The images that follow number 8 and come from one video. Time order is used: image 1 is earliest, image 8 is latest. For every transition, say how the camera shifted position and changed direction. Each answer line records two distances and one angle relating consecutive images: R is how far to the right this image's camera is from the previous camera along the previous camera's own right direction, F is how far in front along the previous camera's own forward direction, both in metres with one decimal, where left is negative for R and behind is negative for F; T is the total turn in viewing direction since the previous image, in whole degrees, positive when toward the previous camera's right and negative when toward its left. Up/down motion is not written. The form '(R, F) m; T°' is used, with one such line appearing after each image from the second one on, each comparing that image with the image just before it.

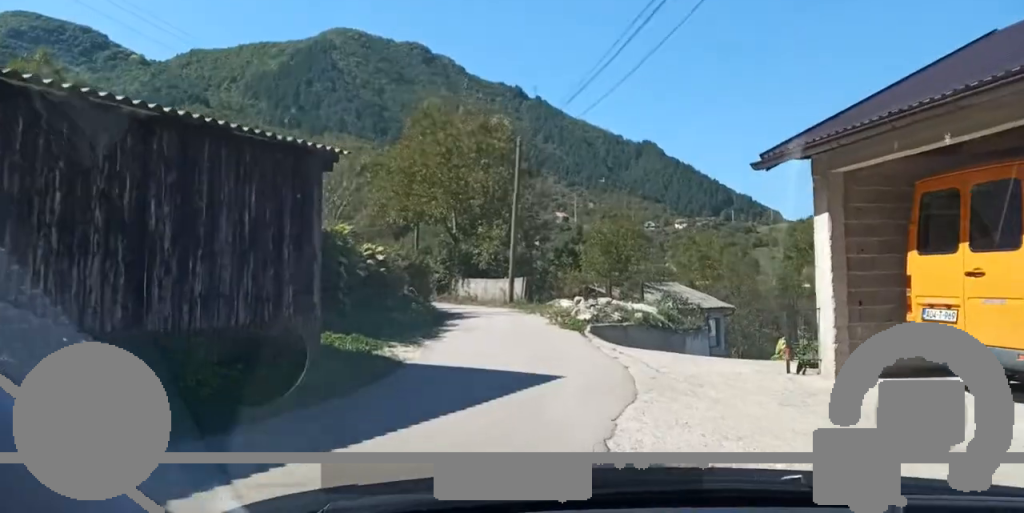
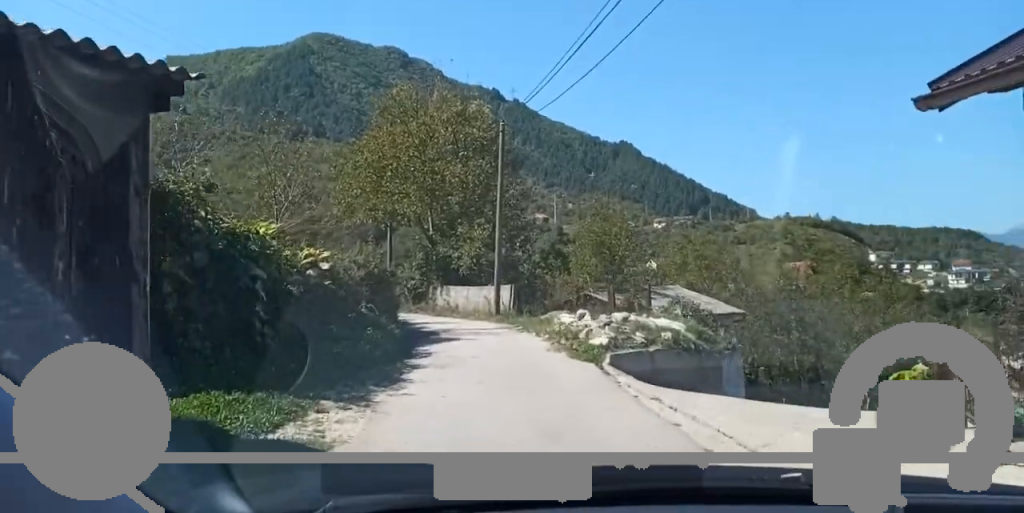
(+0.2, +4.4) m; +6°
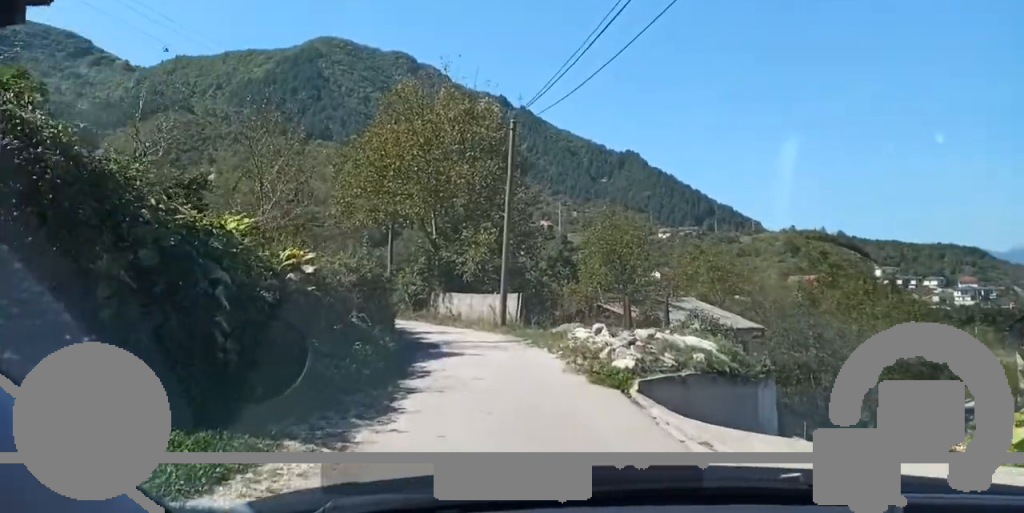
(+0.2, +1.8) m; +1°
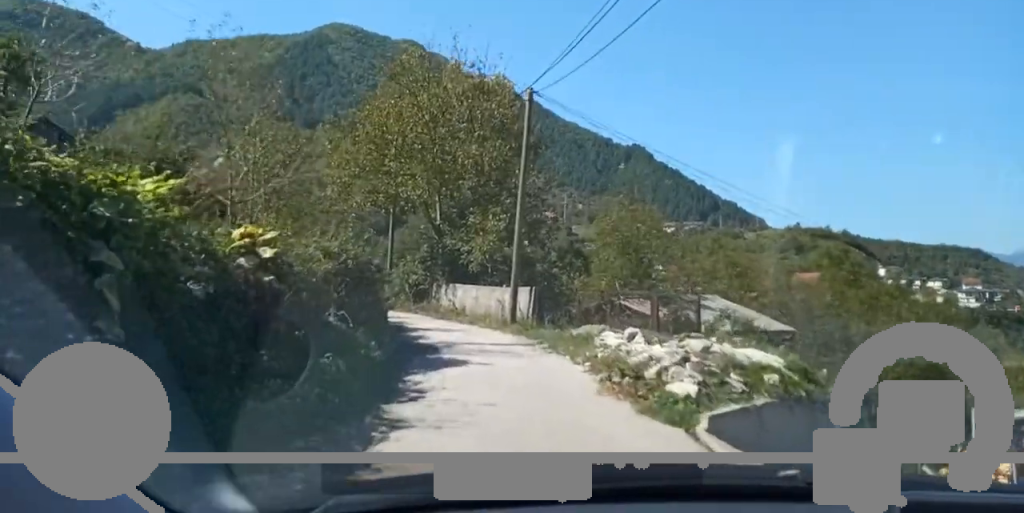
(-0.1, +2.7) m; -3°
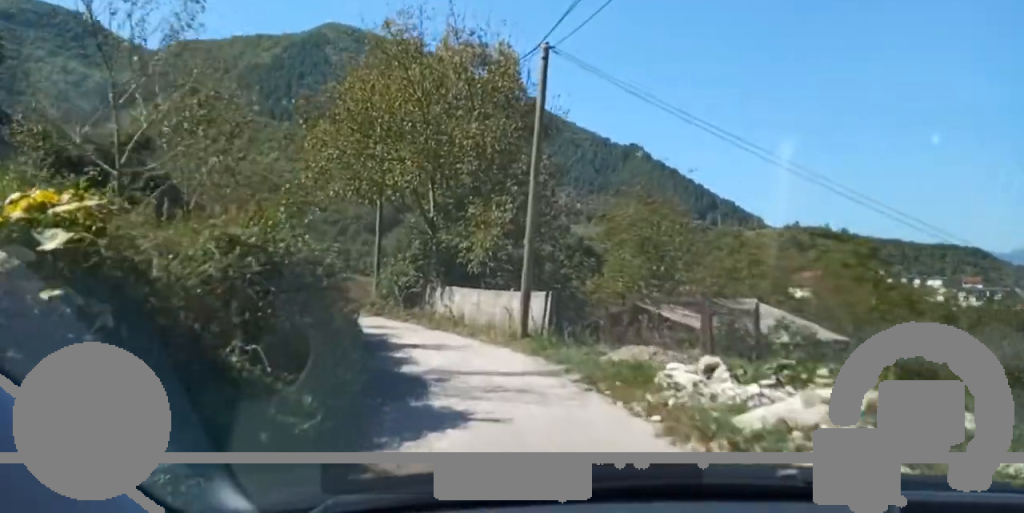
(-0.2, +3.9) m; -3°
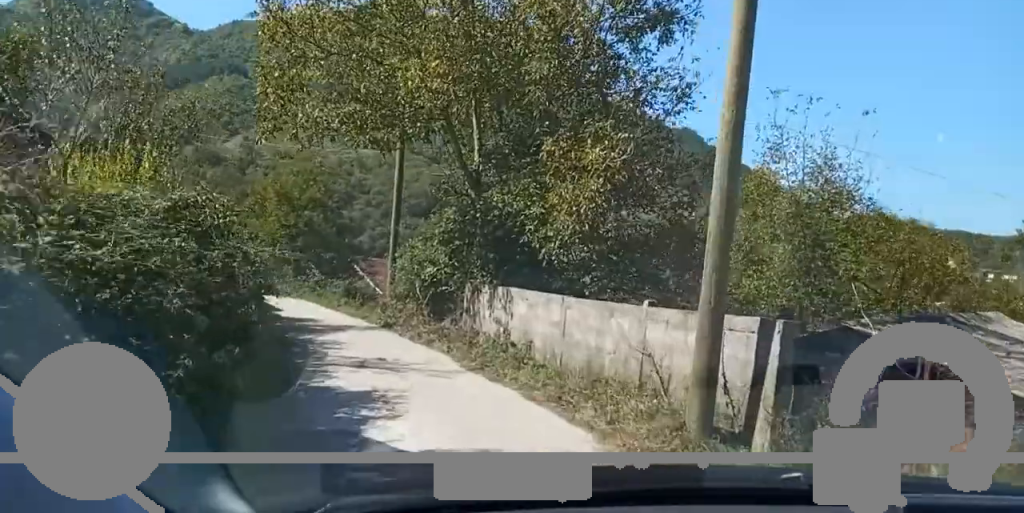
(-0.7, +8.3) m; -11°
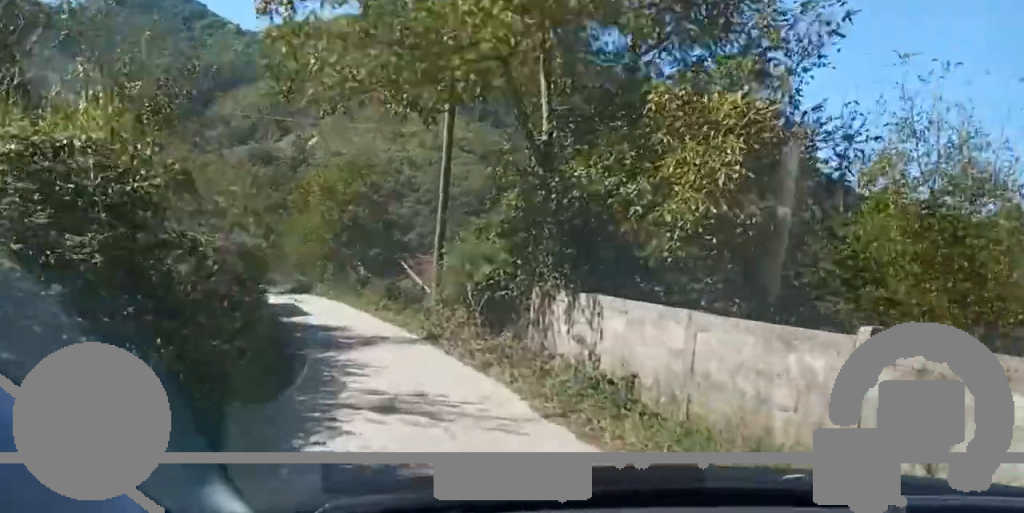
(-0.1, +3.0) m; -2°
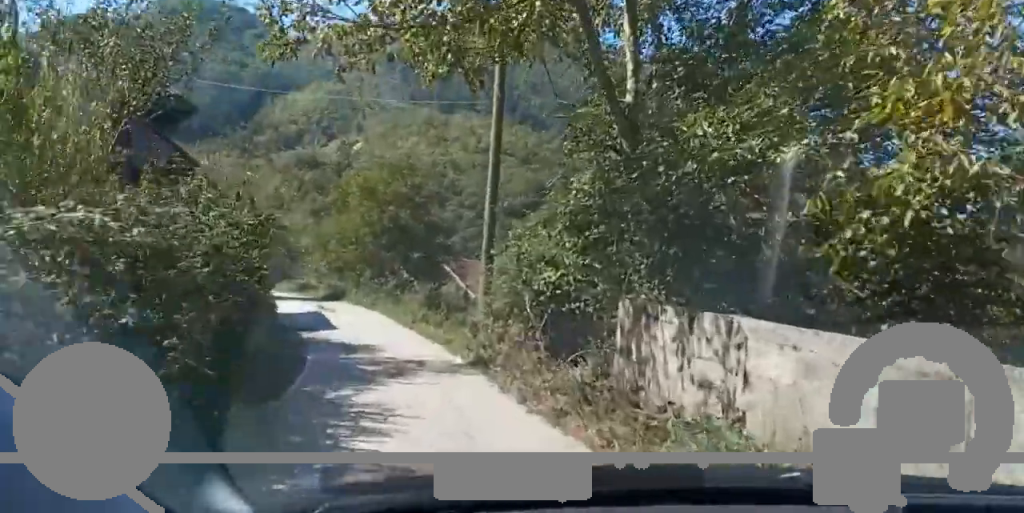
(0.0, +2.6) m; 0°
